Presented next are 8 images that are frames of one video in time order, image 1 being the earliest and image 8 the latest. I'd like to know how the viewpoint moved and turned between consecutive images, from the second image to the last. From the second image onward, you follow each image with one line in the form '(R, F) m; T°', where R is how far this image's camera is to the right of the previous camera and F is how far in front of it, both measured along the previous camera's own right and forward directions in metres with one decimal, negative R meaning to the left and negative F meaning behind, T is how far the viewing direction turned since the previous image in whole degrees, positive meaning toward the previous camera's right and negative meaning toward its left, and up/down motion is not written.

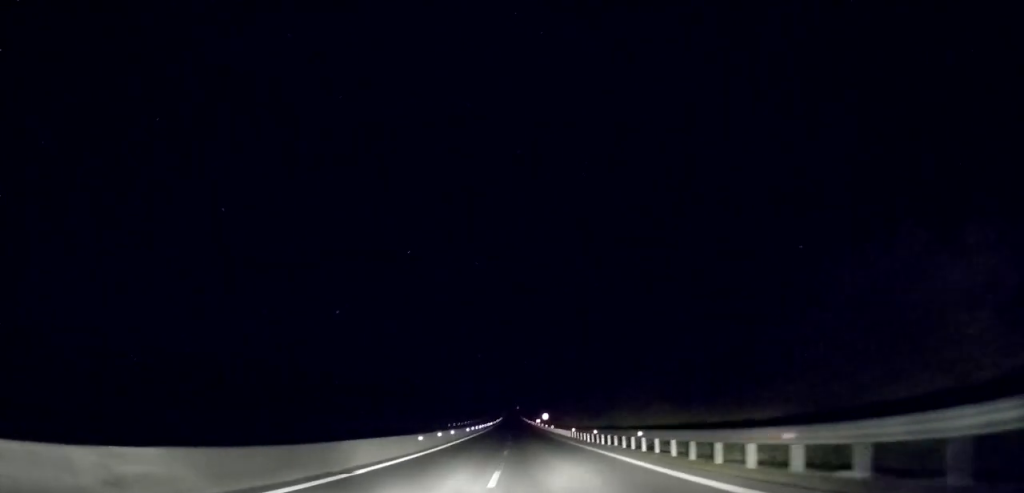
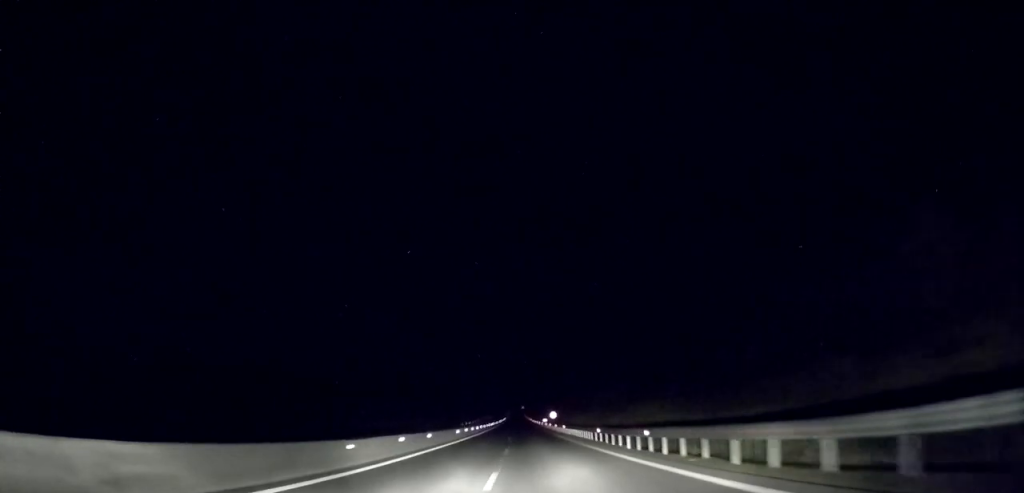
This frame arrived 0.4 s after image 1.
(-0.3, +13.1) m; 0°
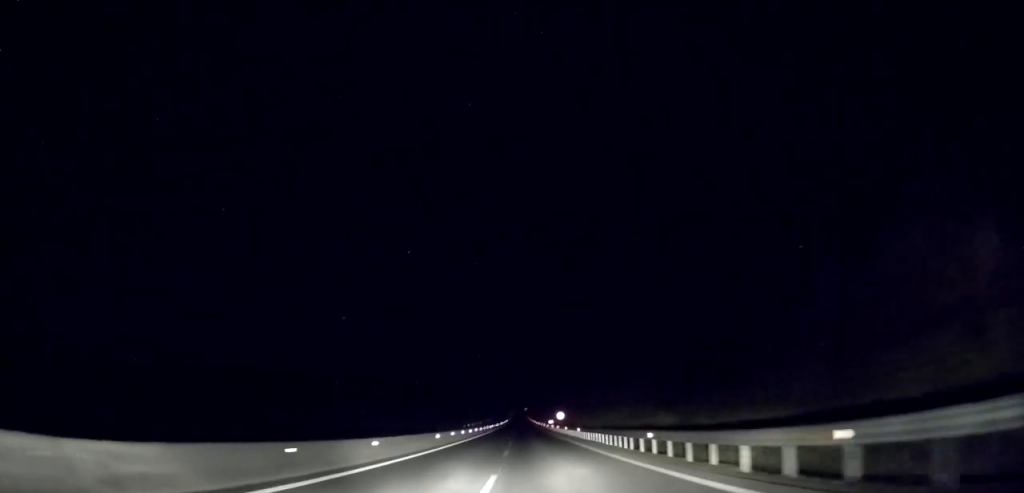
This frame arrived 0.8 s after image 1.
(+0.2, +12.9) m; 0°
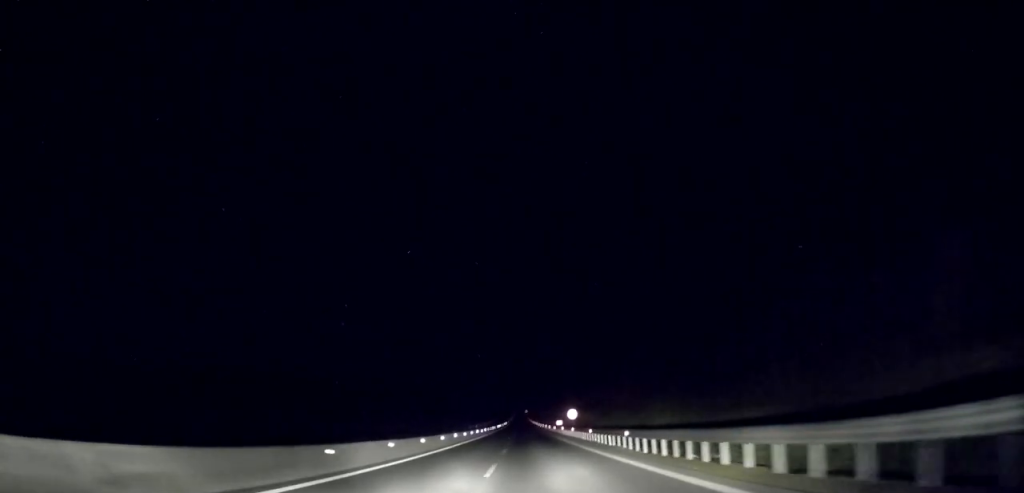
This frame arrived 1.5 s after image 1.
(+0.5, +20.6) m; 0°
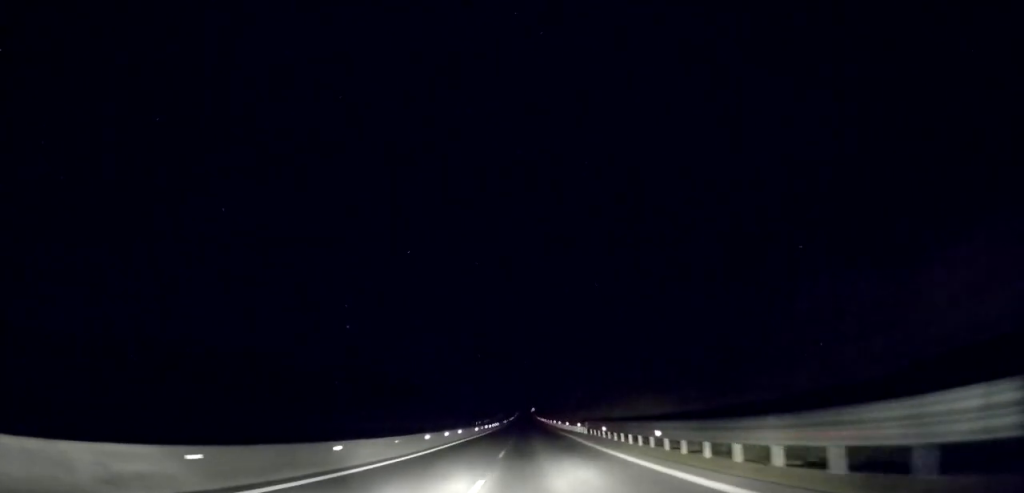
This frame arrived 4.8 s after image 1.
(-2.2, +101.8) m; 0°
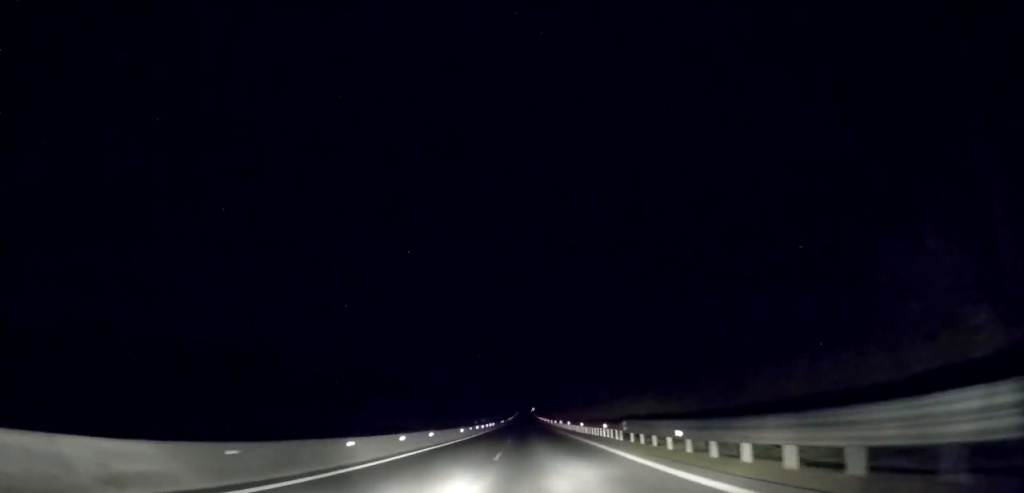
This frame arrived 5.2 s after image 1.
(+0.2, +15.0) m; 0°
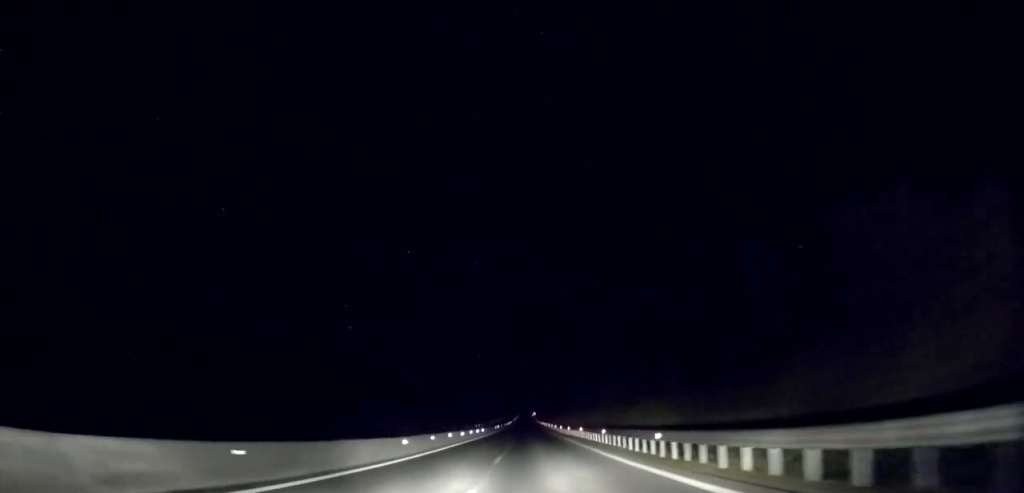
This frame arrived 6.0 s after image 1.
(-0.1, +23.6) m; 0°
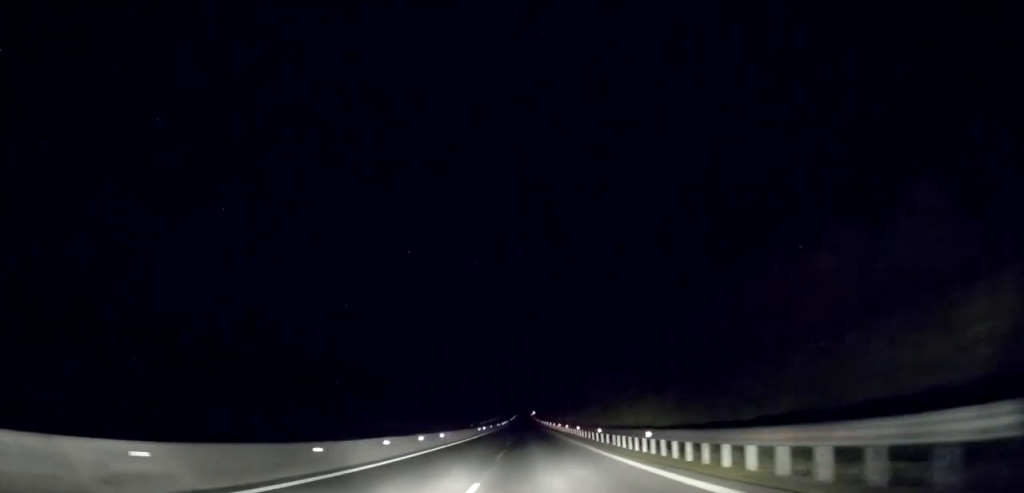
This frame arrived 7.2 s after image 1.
(-0.2, +35.2) m; 0°
